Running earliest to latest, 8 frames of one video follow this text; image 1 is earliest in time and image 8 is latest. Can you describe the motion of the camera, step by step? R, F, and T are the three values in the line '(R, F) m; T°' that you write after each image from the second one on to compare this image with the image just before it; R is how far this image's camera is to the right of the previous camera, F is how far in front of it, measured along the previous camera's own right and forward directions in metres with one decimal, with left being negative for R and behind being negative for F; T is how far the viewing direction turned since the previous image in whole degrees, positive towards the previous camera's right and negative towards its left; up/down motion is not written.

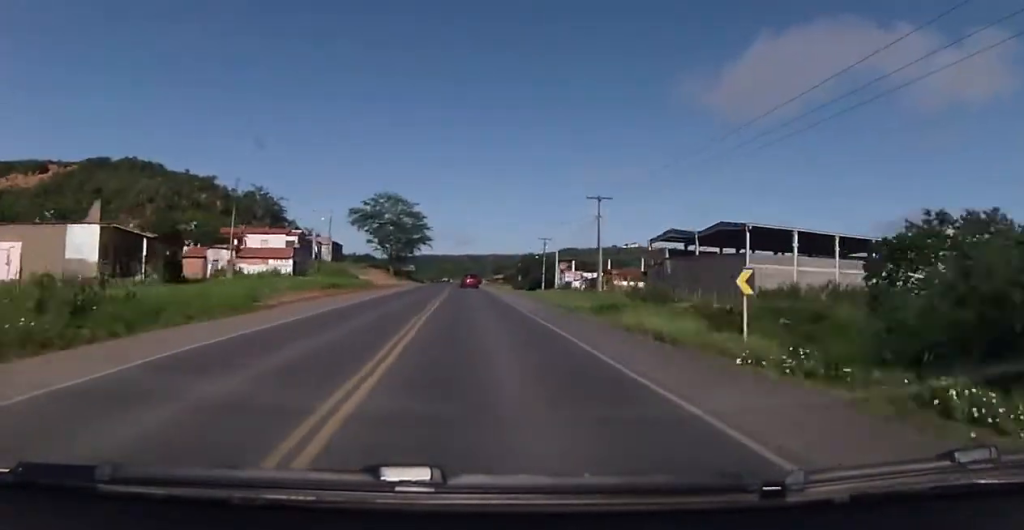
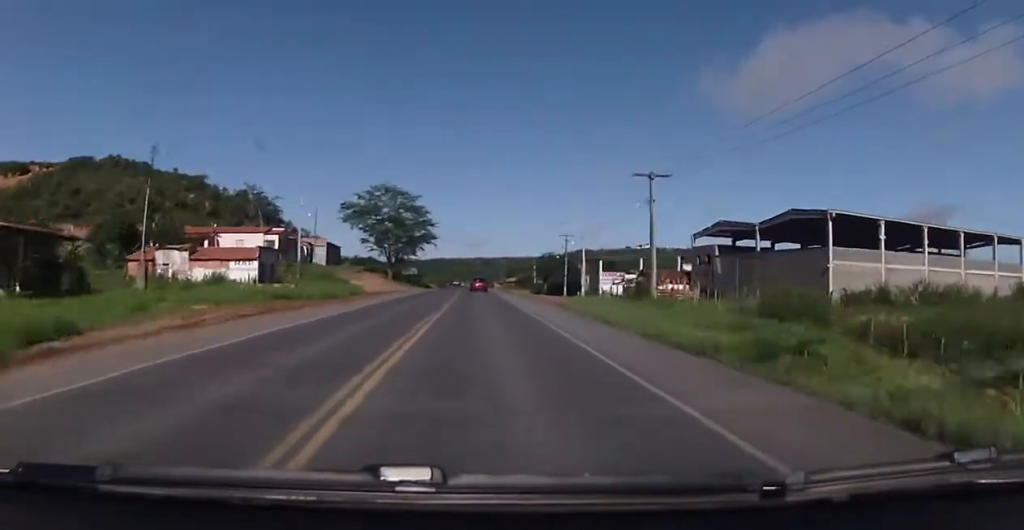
(-0.3, +13.8) m; -1°
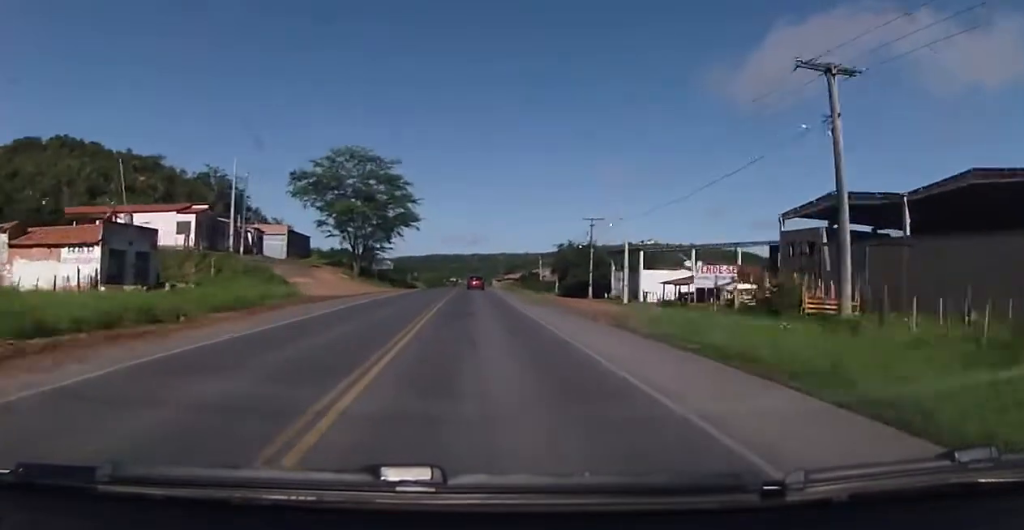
(-0.6, +23.2) m; -2°
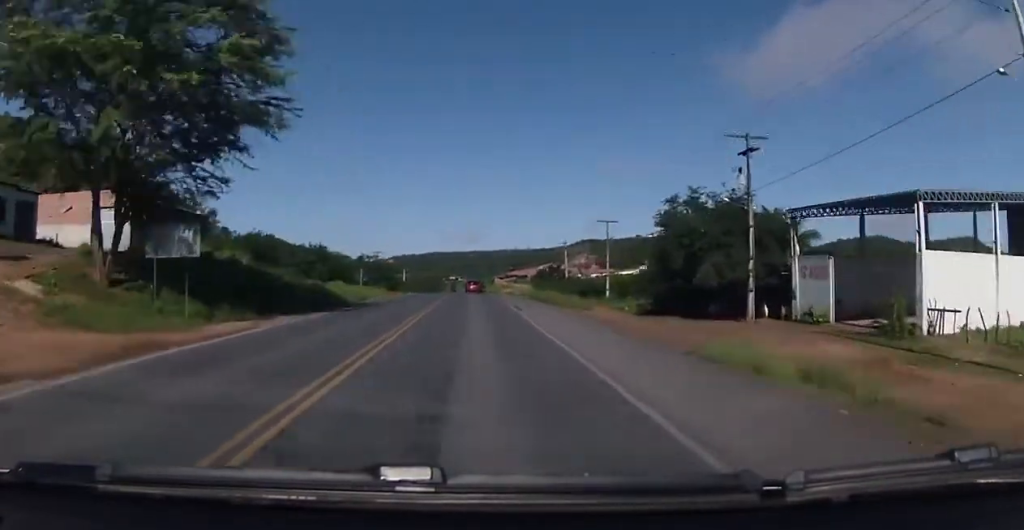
(-0.1, +44.5) m; 0°
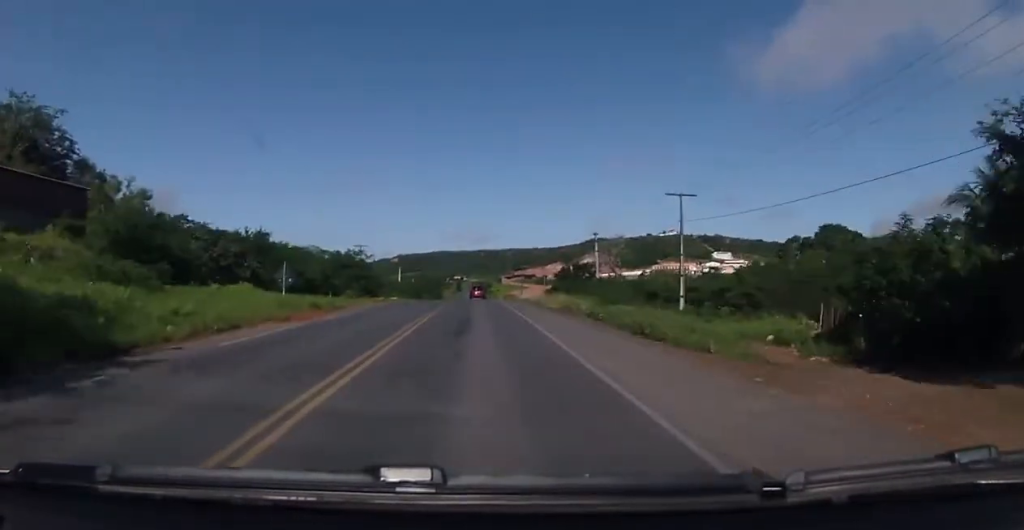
(-0.1, +24.8) m; 0°
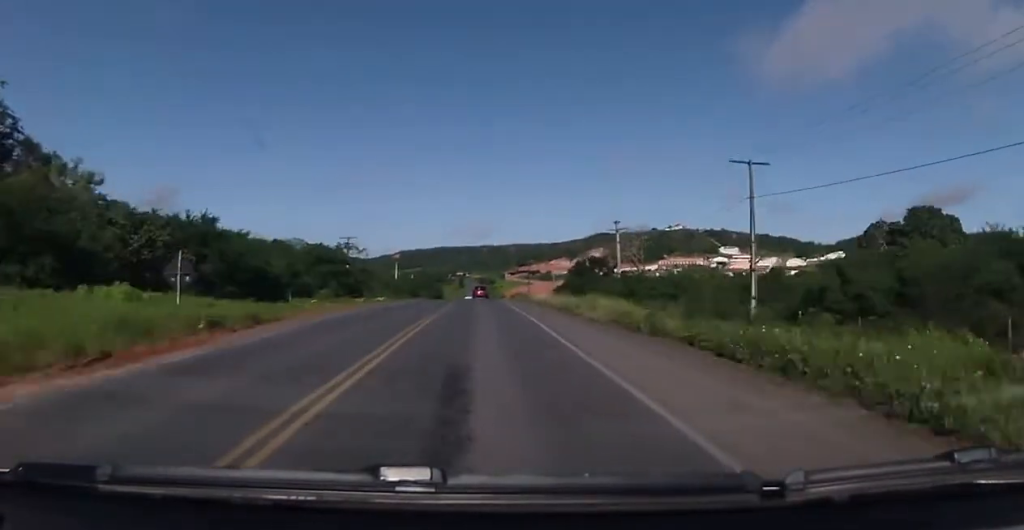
(-0.1, +12.4) m; 0°
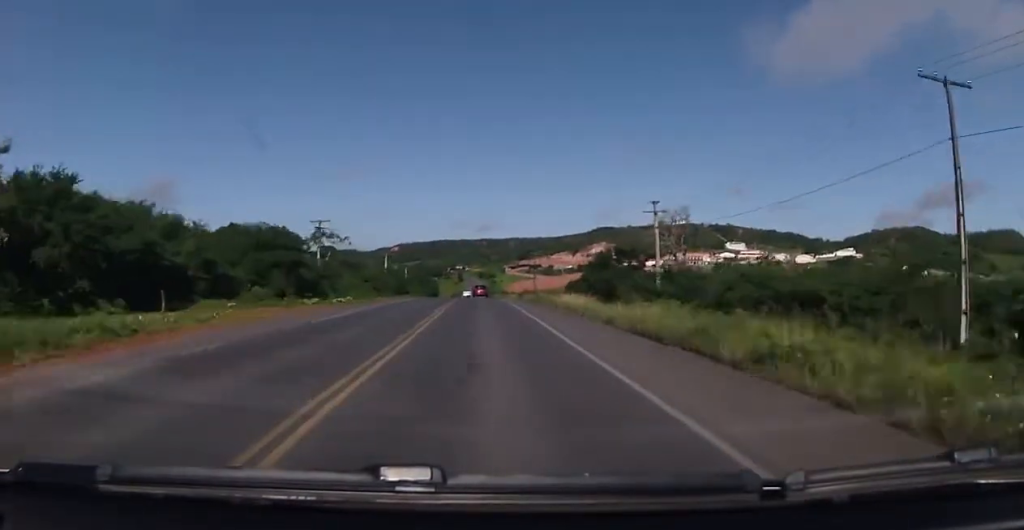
(0.0, +17.4) m; 0°
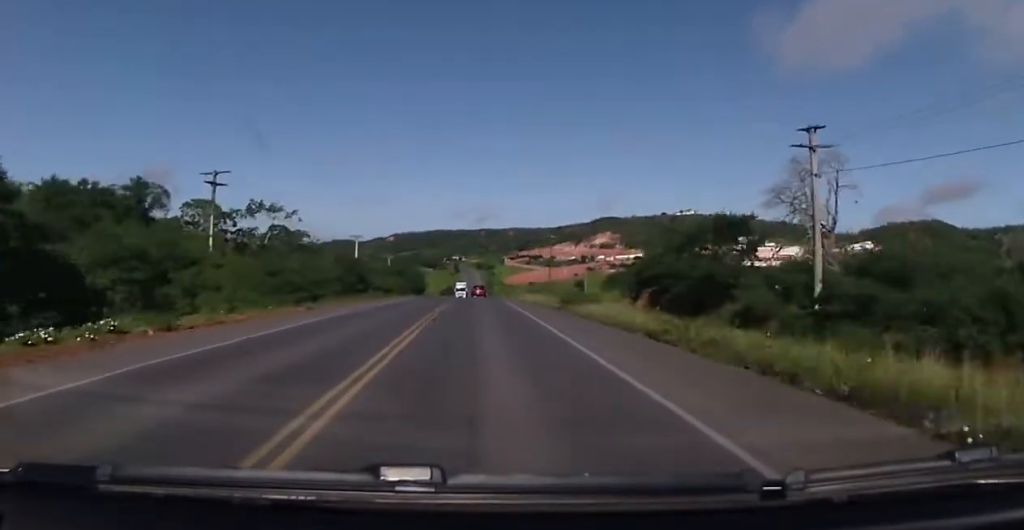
(+0.3, +31.2) m; 0°
